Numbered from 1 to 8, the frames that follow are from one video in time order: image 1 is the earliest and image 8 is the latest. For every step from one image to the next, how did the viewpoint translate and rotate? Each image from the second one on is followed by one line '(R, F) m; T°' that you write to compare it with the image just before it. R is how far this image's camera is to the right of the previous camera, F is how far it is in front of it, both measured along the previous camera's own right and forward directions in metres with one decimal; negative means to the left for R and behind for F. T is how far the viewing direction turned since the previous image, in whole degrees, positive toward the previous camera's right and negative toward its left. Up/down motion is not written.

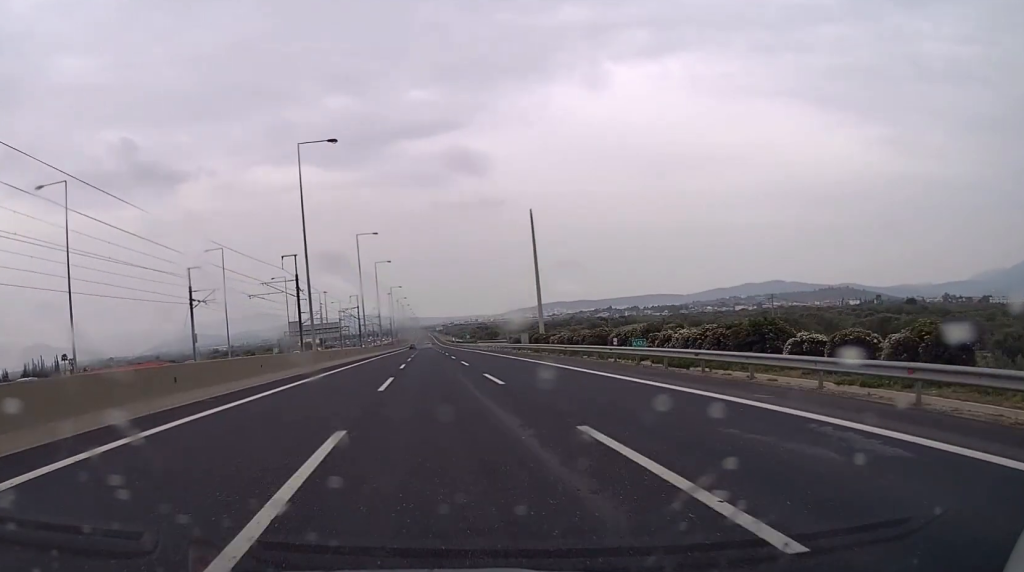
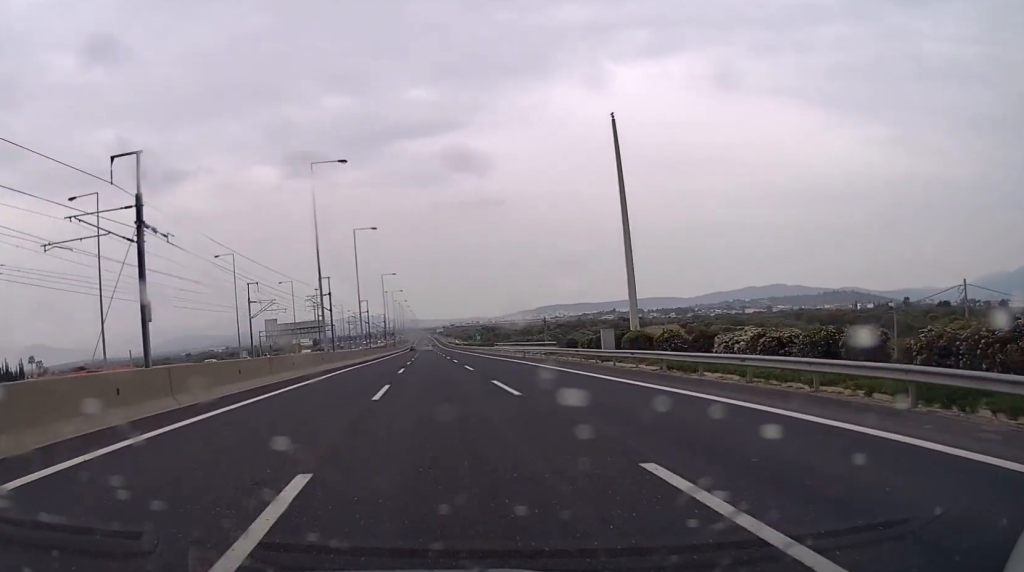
(-0.1, +39.7) m; 0°
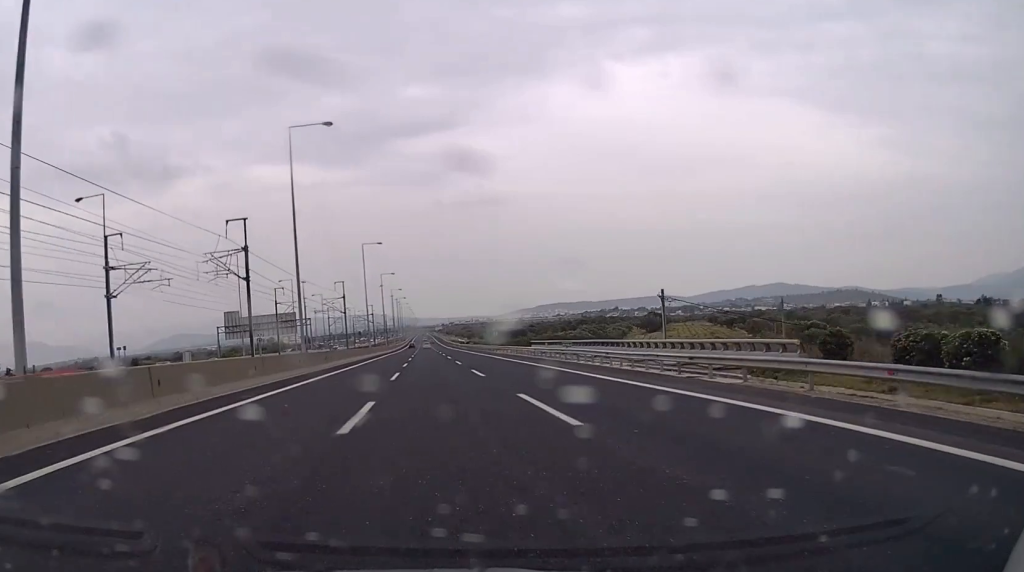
(0.0, +43.6) m; 0°
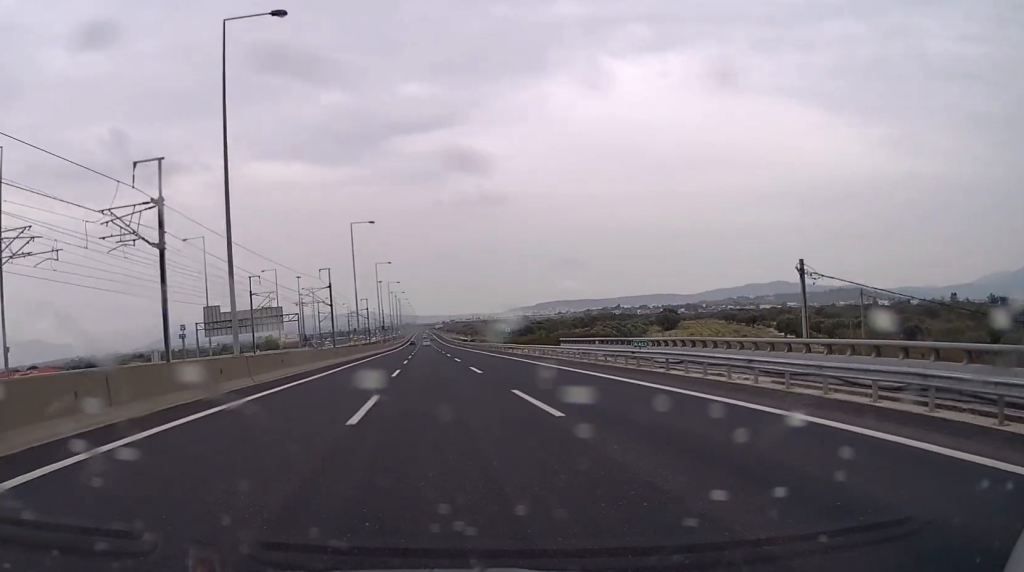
(0.0, +16.9) m; 0°
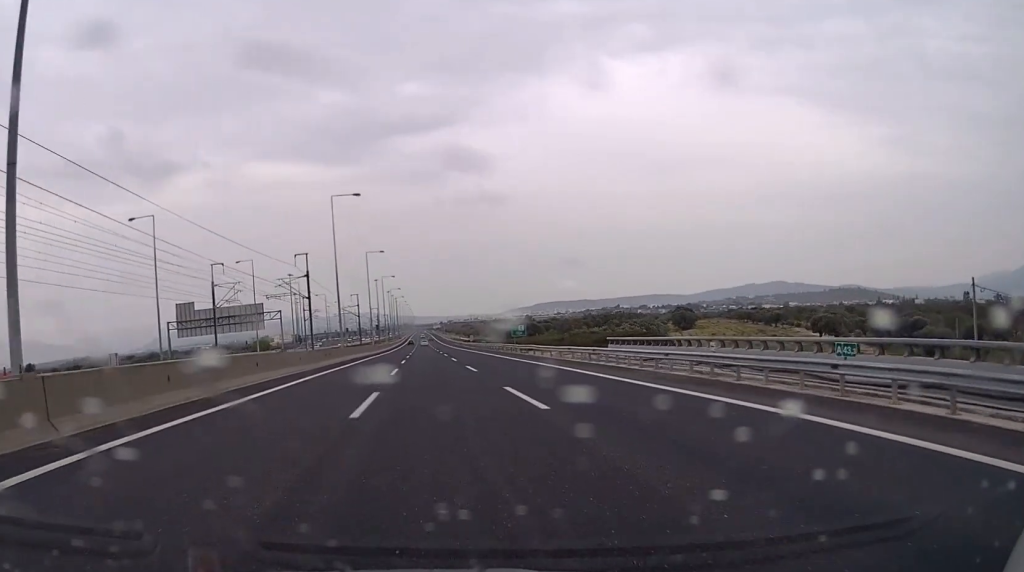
(0.0, +16.9) m; 0°
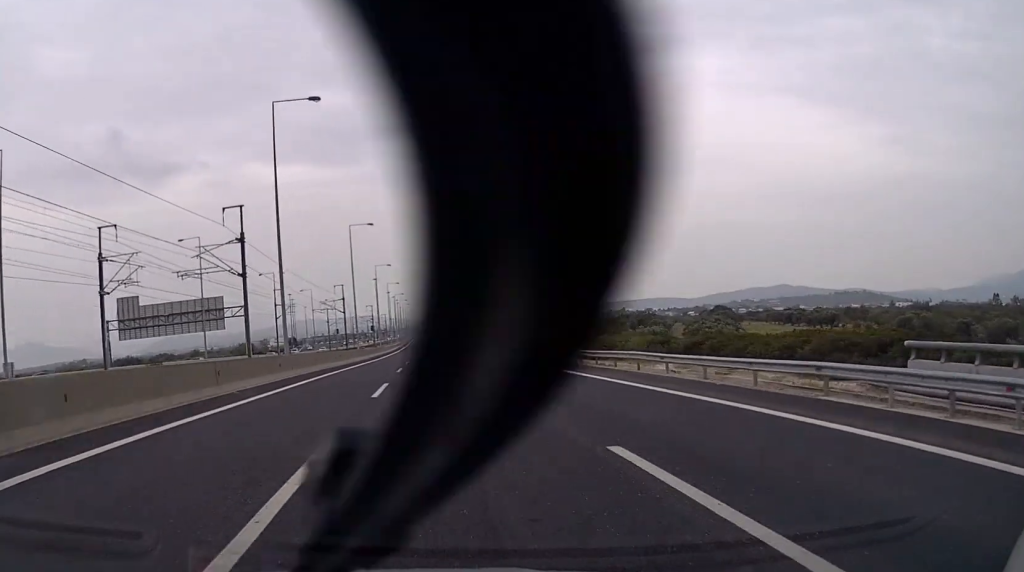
(0.0, +29.8) m; 0°
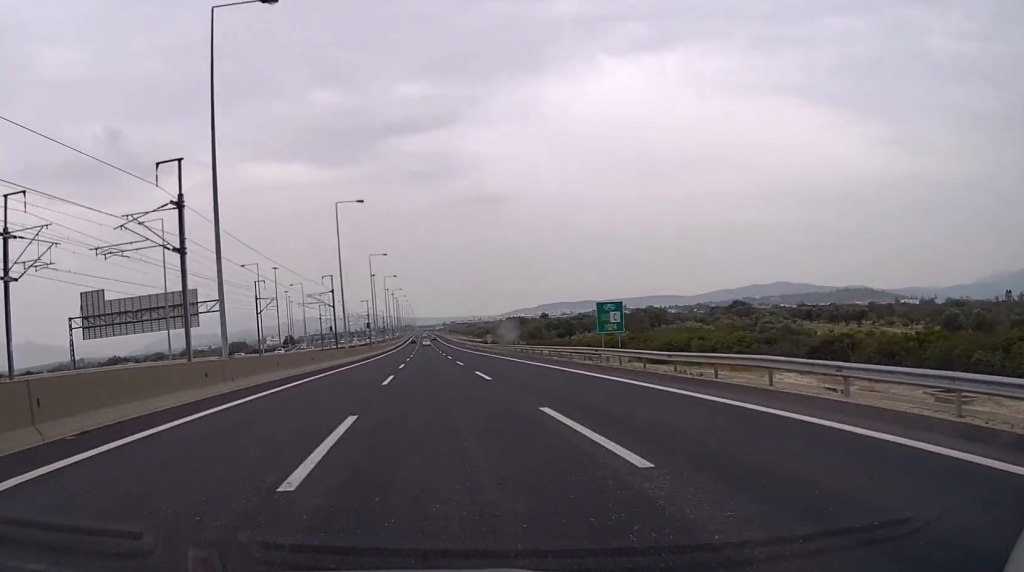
(0.0, +12.9) m; 0°
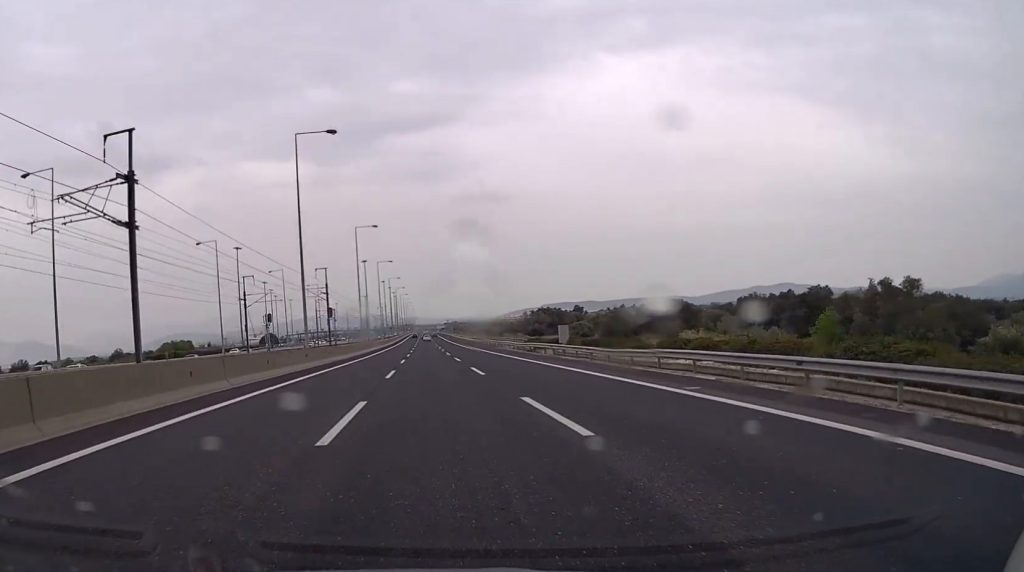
(+0.1, +69.6) m; 0°
